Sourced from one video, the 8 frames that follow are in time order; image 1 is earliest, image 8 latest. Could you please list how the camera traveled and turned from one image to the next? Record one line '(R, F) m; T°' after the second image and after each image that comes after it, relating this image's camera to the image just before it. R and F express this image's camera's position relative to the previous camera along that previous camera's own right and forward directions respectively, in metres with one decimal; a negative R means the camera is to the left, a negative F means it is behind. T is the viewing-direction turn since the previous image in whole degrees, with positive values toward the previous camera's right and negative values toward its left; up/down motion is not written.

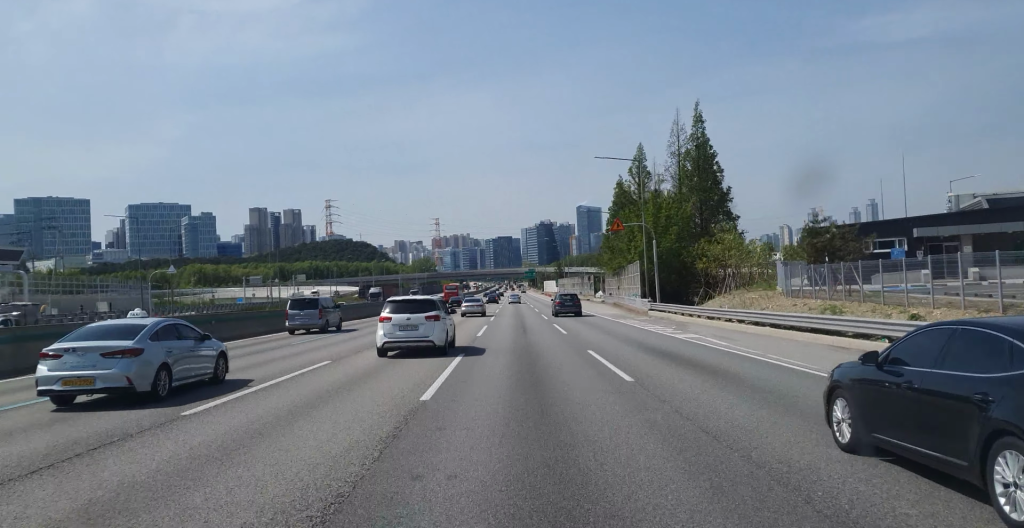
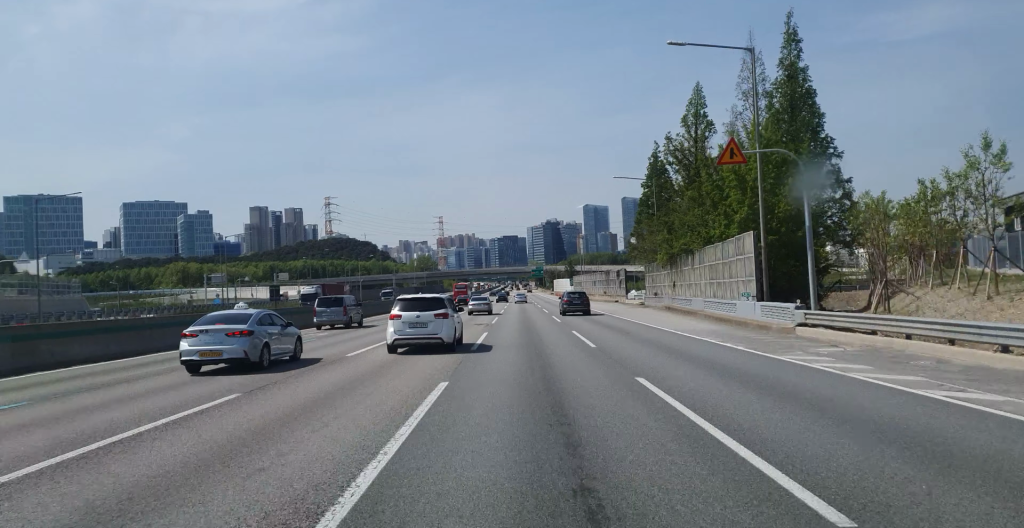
(+0.1, +27.3) m; 0°
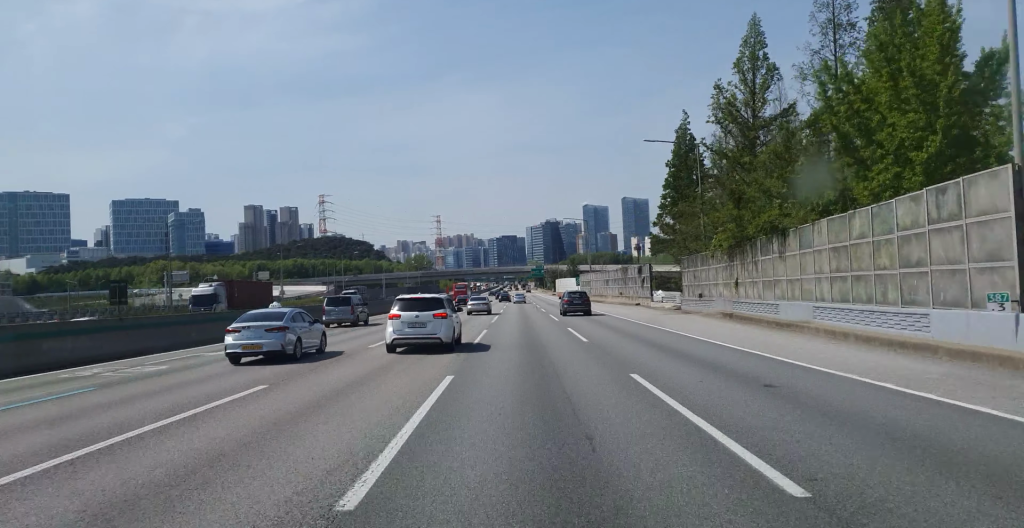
(-0.1, +18.5) m; 0°
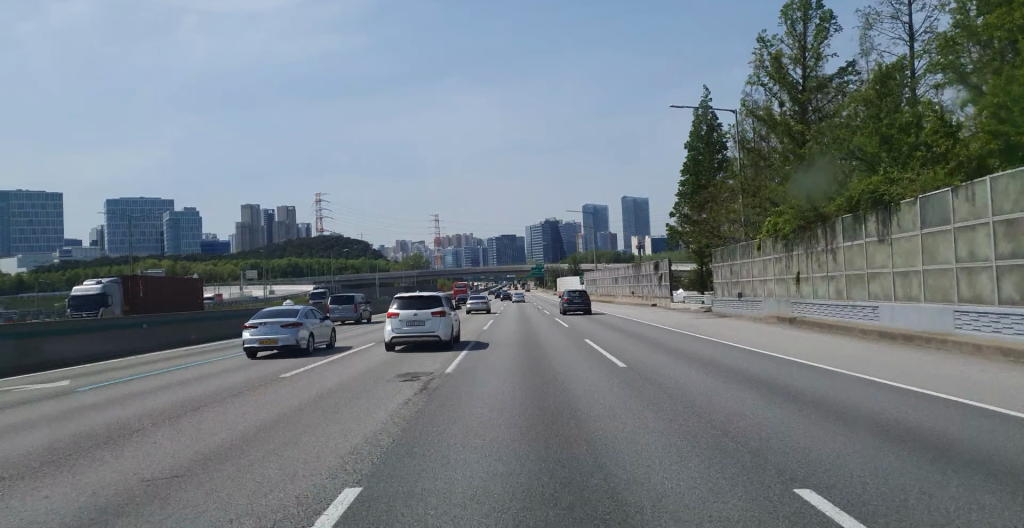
(0.0, +9.7) m; 0°
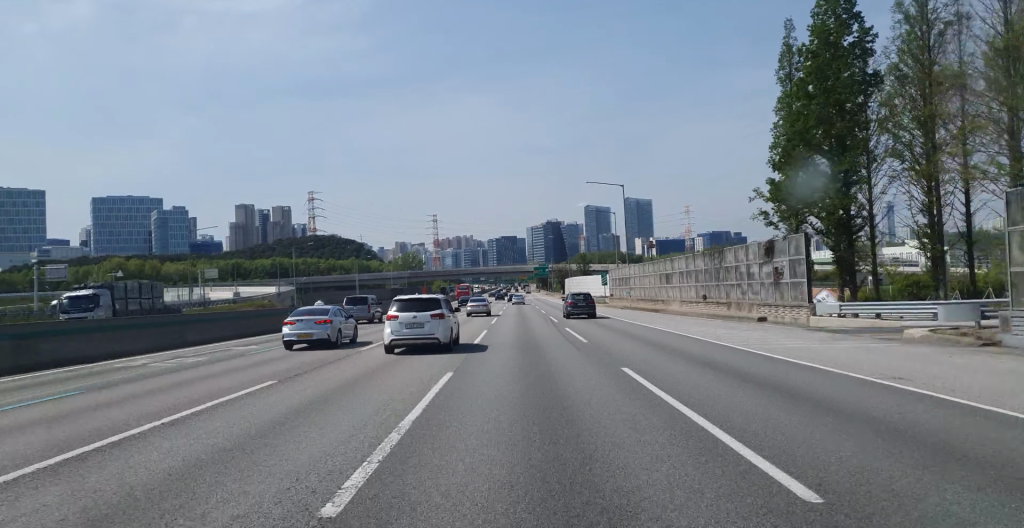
(+0.2, +29.0) m; 0°
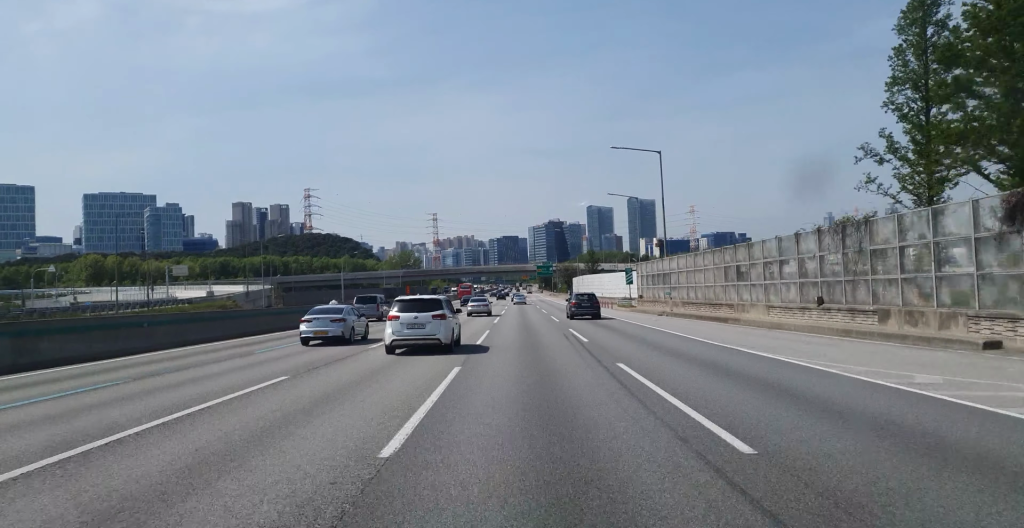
(-0.1, +18.5) m; 0°
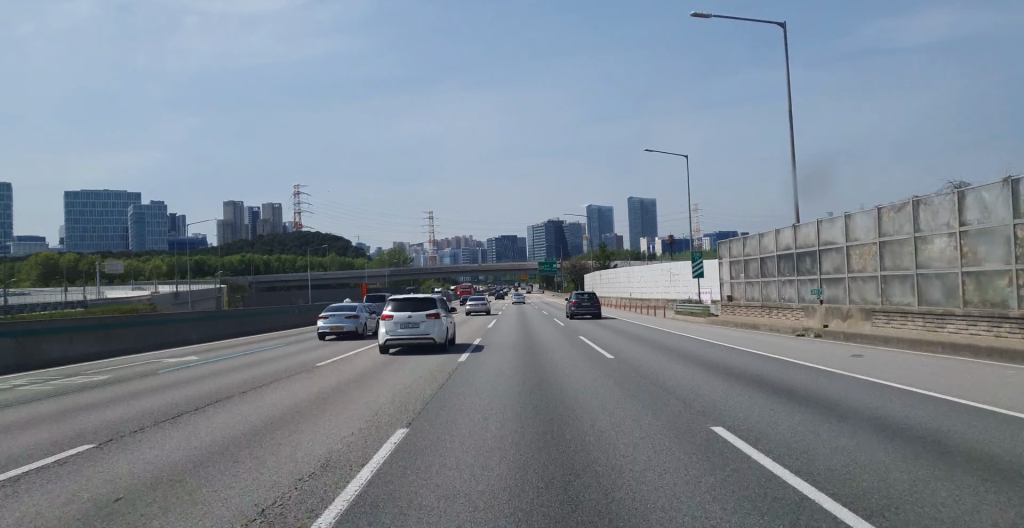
(+0.1, +27.3) m; 0°
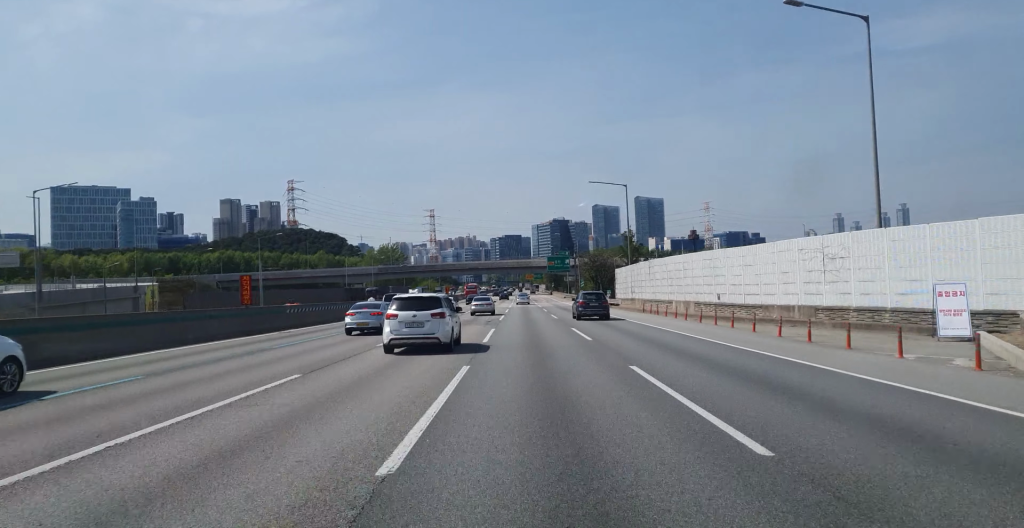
(-0.2, +33.0) m; -1°
